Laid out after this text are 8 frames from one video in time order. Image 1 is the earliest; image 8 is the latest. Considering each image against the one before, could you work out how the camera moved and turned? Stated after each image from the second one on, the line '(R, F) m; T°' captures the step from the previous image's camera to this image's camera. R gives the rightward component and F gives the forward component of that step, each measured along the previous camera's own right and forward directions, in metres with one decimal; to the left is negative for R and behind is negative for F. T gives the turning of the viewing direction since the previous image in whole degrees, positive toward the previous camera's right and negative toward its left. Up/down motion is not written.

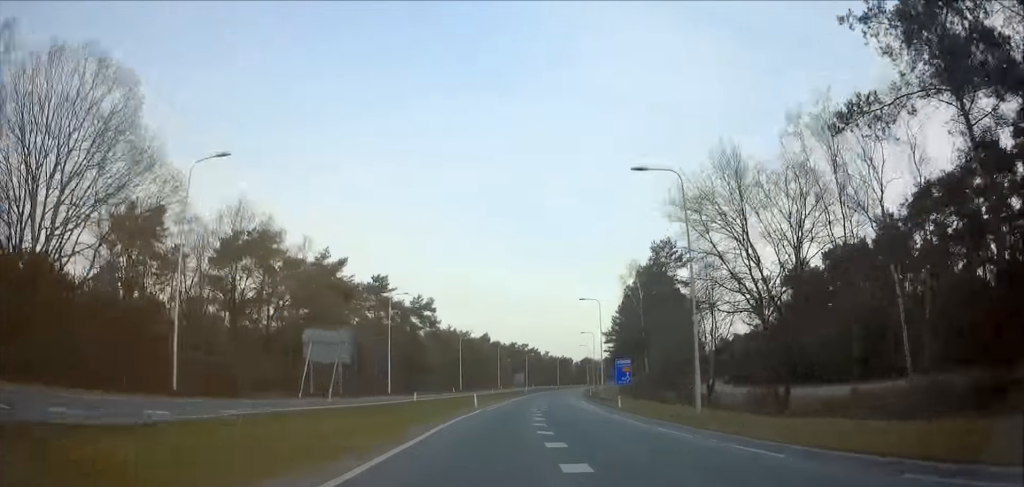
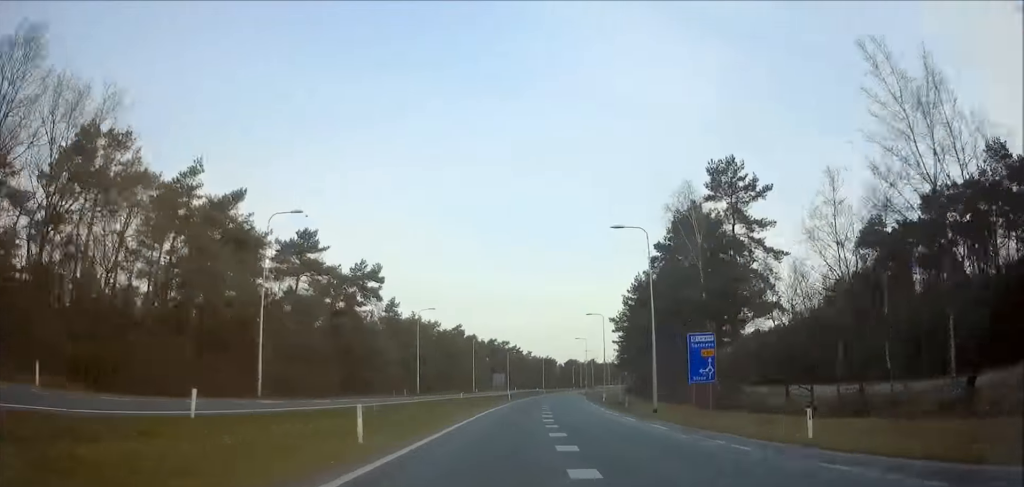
(+0.4, +28.7) m; +2°
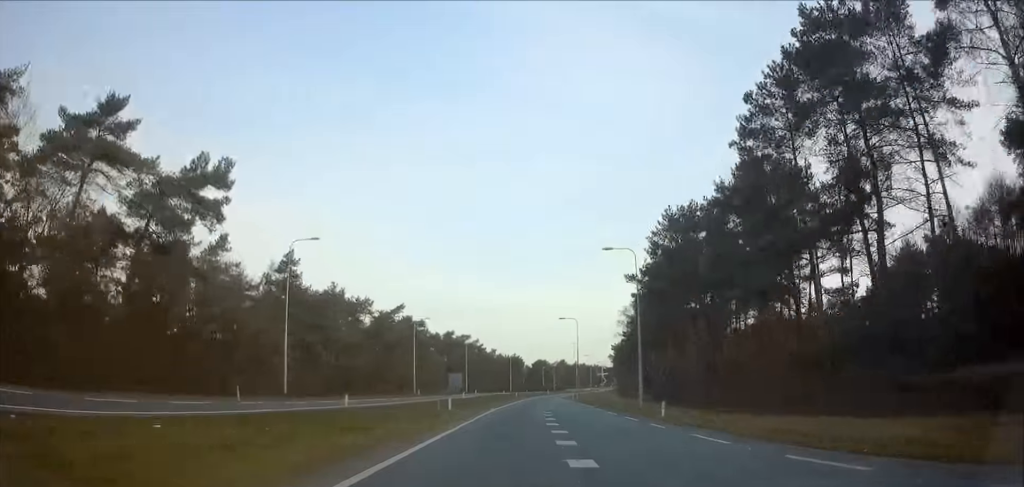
(+0.6, +35.2) m; +3°
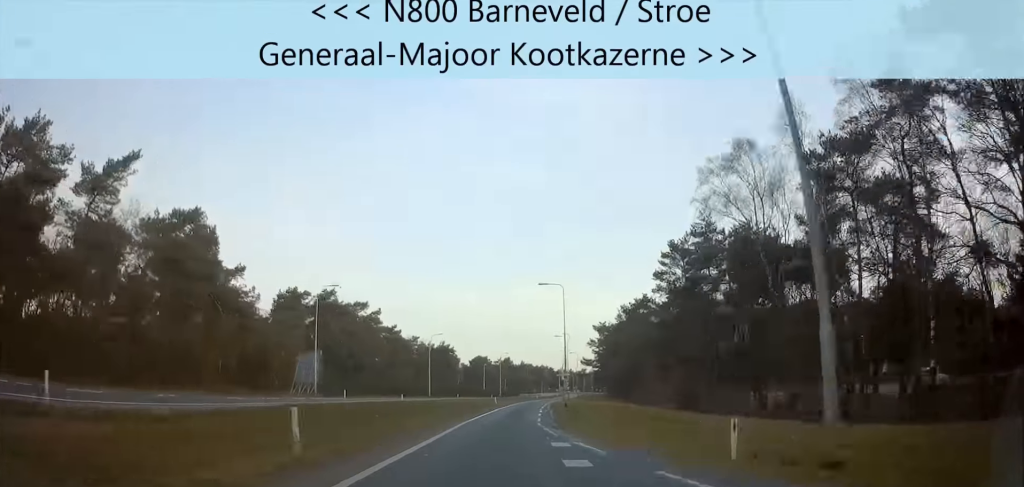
(+3.6, +68.7) m; +5°
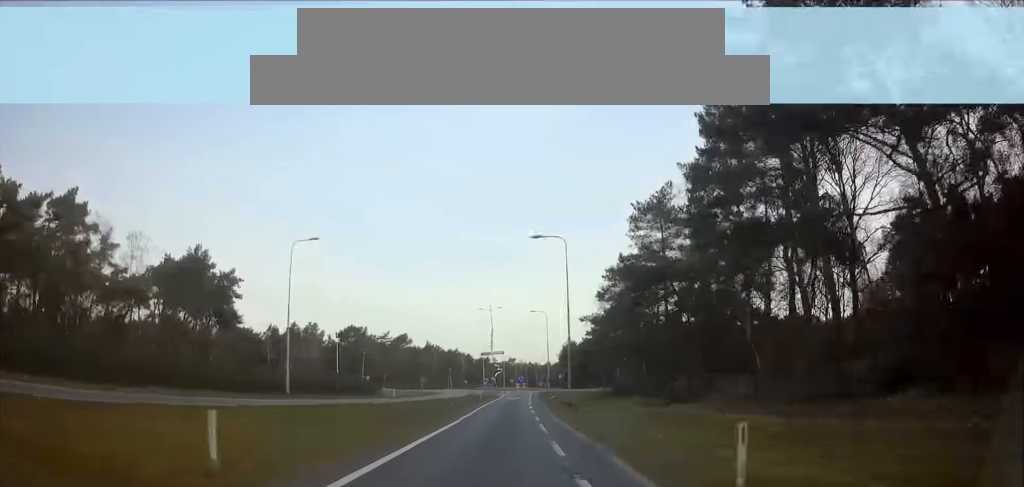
(+6.3, +95.2) m; +7°
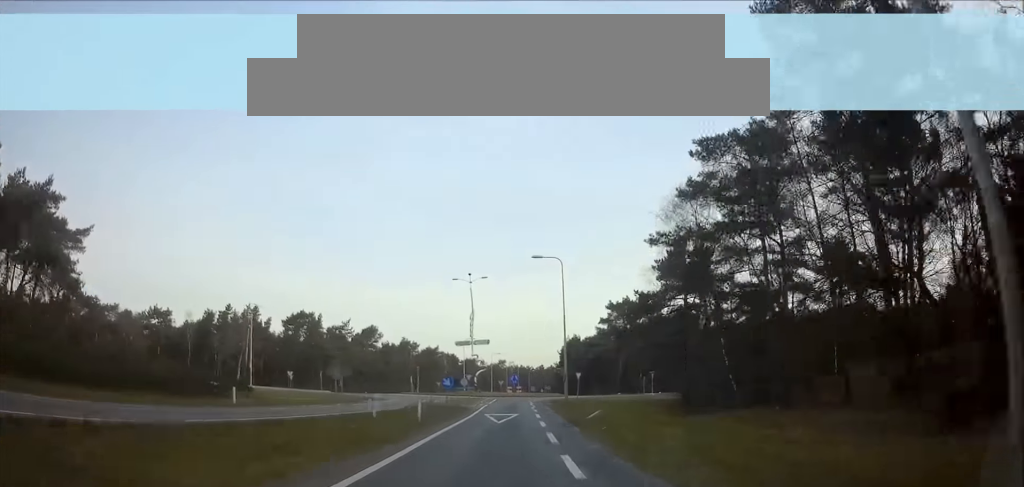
(+0.4, +30.0) m; +1°
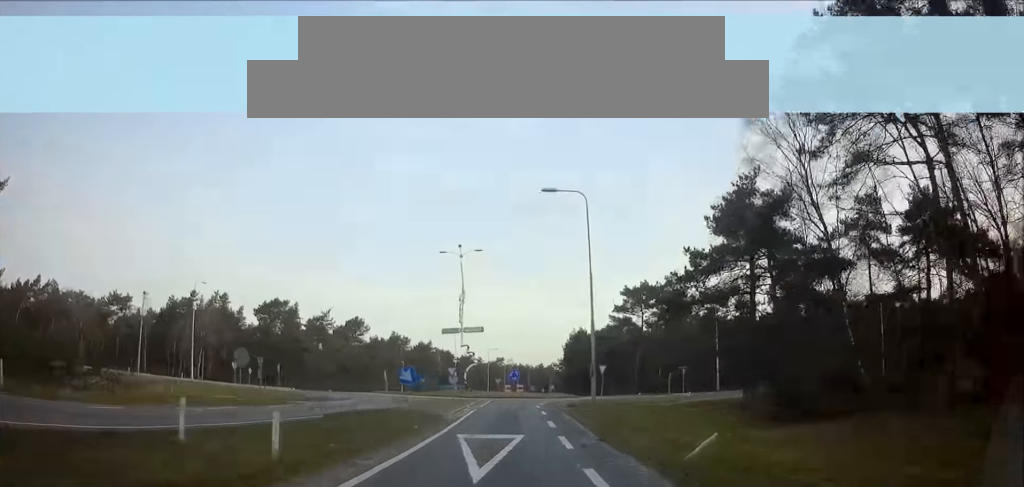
(+0.1, +14.1) m; 0°
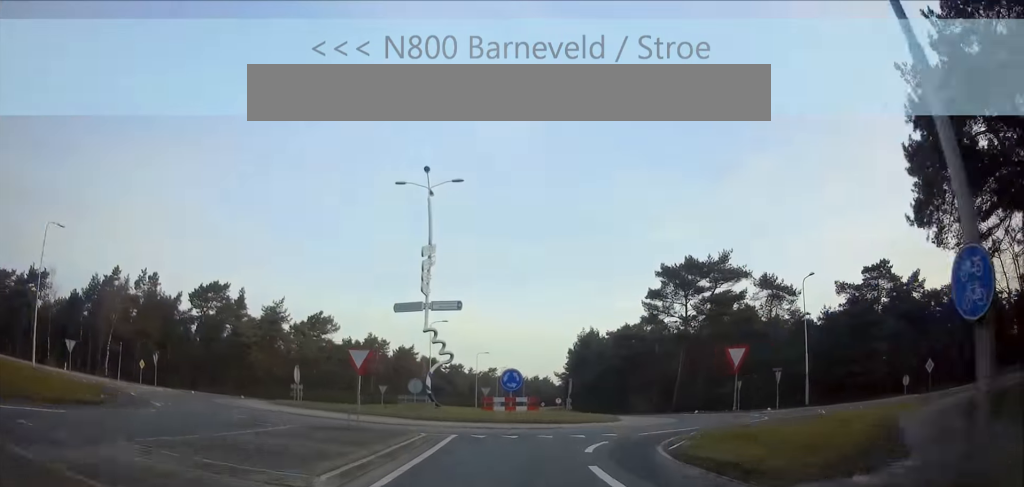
(+0.2, +23.0) m; +8°
